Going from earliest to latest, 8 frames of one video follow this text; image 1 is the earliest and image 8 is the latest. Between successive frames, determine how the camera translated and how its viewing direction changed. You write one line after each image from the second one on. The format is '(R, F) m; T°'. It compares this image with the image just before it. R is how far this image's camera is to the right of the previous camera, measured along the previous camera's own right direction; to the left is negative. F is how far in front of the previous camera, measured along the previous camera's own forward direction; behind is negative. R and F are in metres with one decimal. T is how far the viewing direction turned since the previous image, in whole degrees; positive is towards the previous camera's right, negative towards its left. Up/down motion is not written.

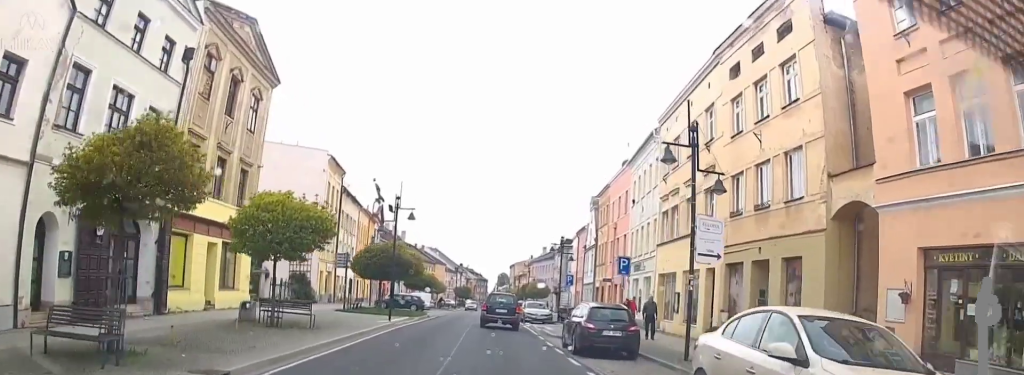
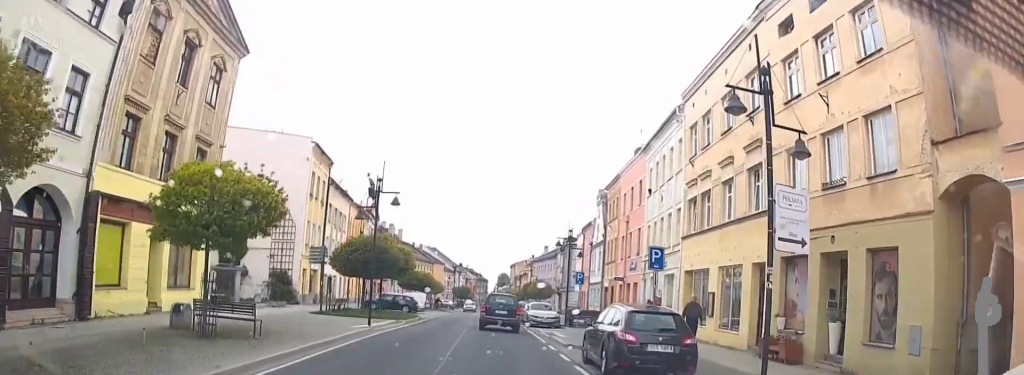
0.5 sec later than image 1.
(0.0, +4.9) m; 0°
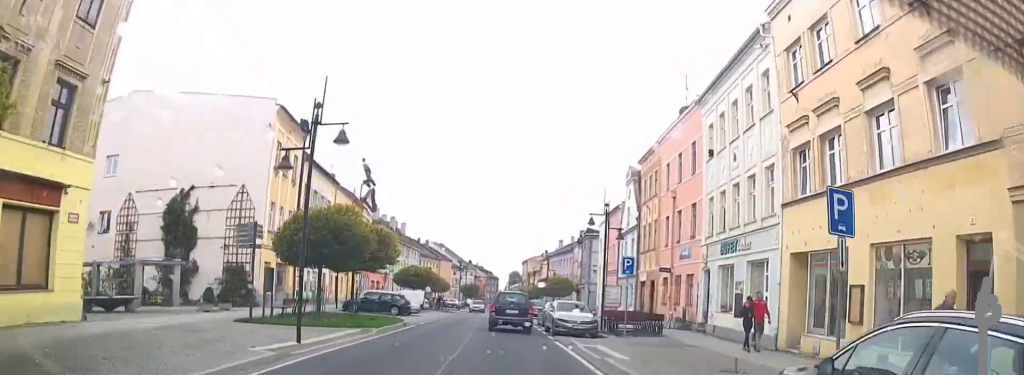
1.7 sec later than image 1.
(+0.1, +10.3) m; 0°
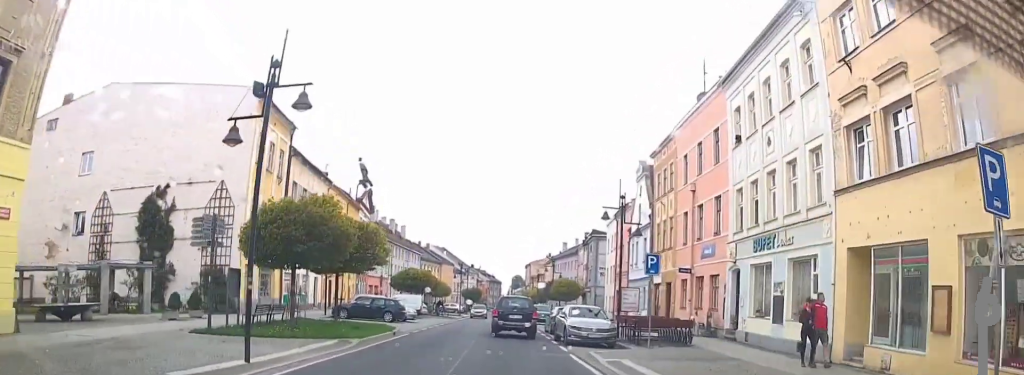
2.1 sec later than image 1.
(0.0, +3.5) m; 0°
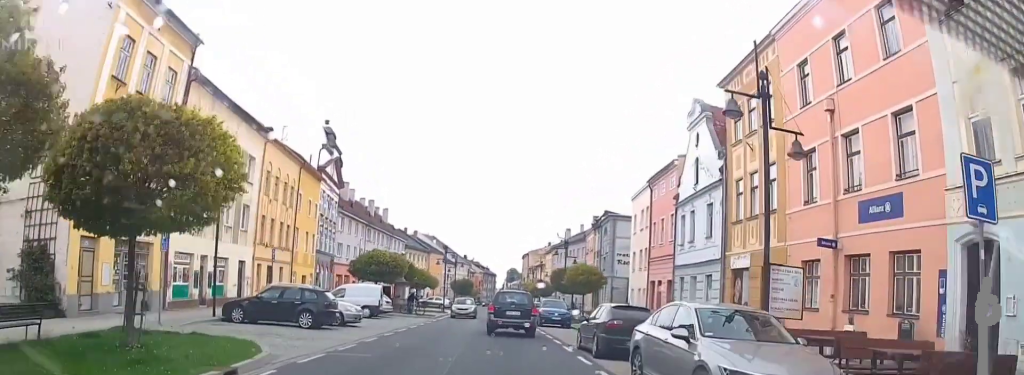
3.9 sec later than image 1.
(+0.2, +15.5) m; +1°
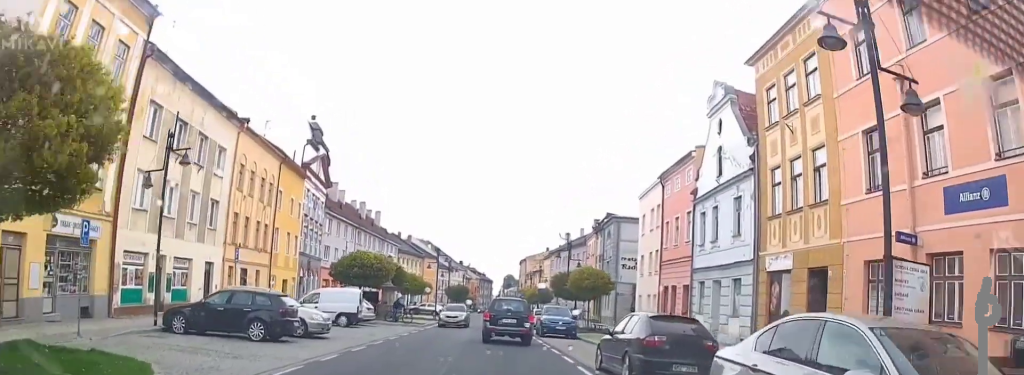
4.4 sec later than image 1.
(0.0, +4.3) m; 0°
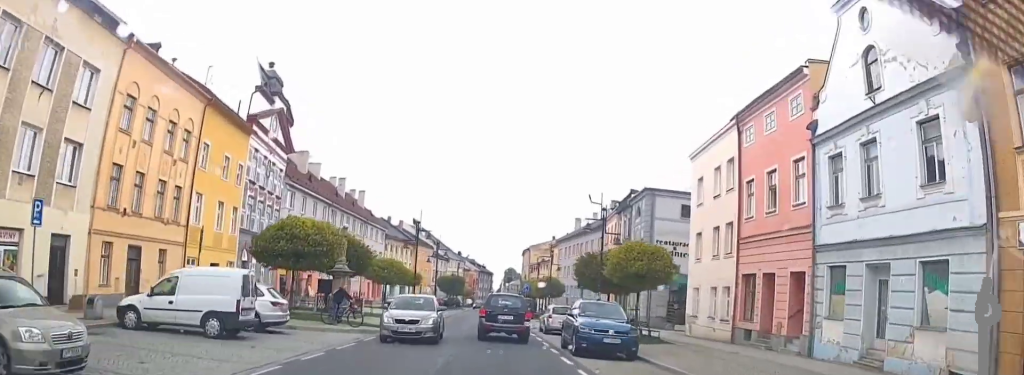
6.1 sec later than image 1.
(+0.2, +13.4) m; +1°
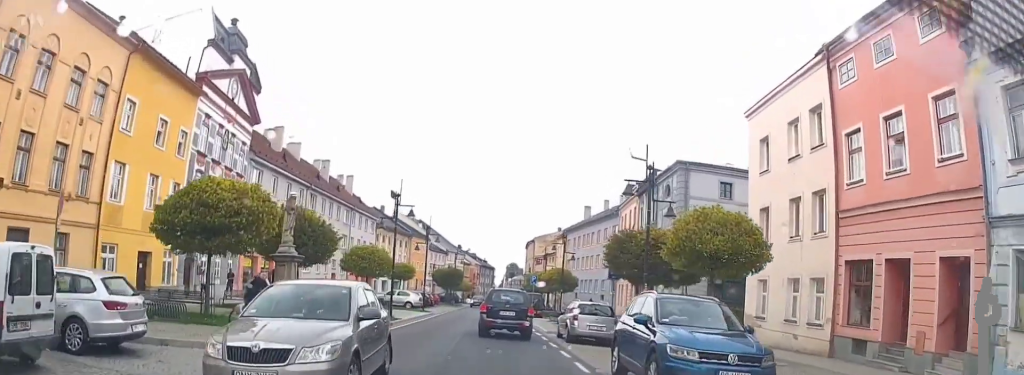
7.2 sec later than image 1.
(0.0, +8.1) m; -1°
